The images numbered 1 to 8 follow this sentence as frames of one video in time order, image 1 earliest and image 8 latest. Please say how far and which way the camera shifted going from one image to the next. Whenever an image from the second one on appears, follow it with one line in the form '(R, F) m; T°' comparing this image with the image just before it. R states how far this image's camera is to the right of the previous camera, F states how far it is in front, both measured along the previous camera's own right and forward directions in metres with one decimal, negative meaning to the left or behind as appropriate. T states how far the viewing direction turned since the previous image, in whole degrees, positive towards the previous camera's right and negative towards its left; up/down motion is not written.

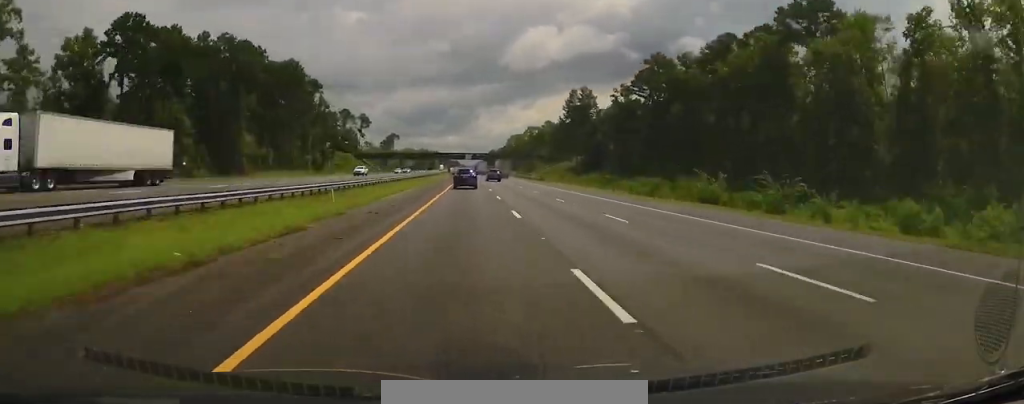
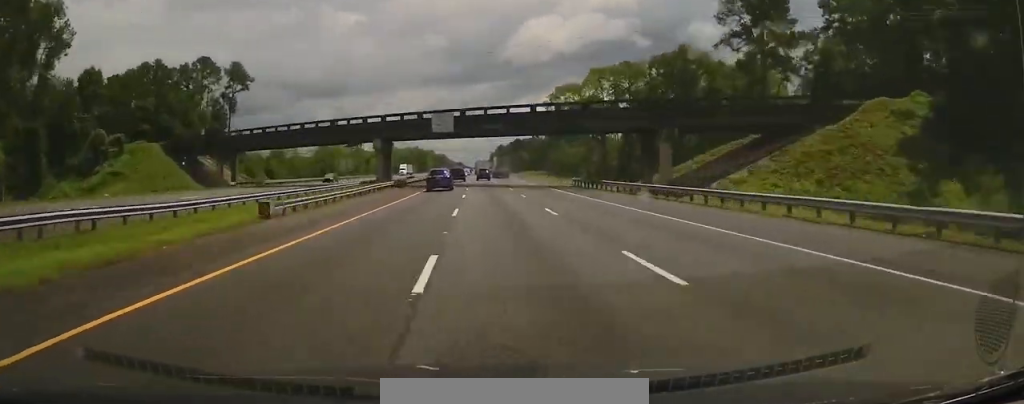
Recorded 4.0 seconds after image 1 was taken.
(+0.6, +146.0) m; 0°
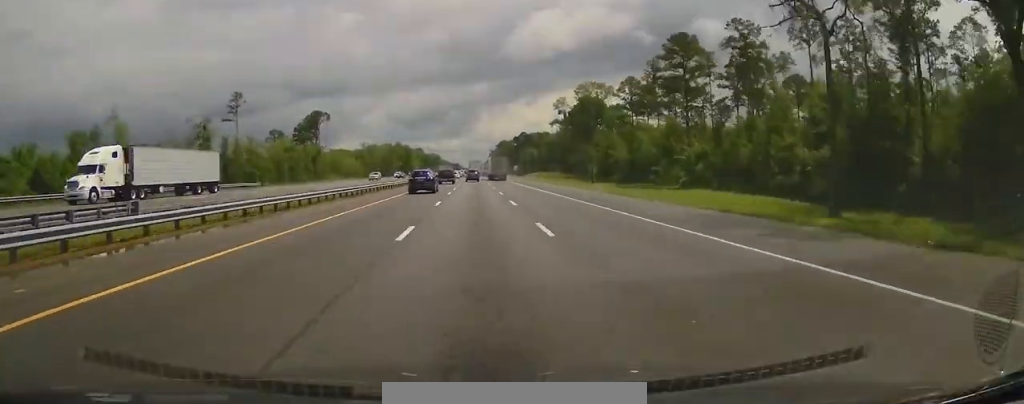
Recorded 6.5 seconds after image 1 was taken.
(0.0, +92.5) m; 0°
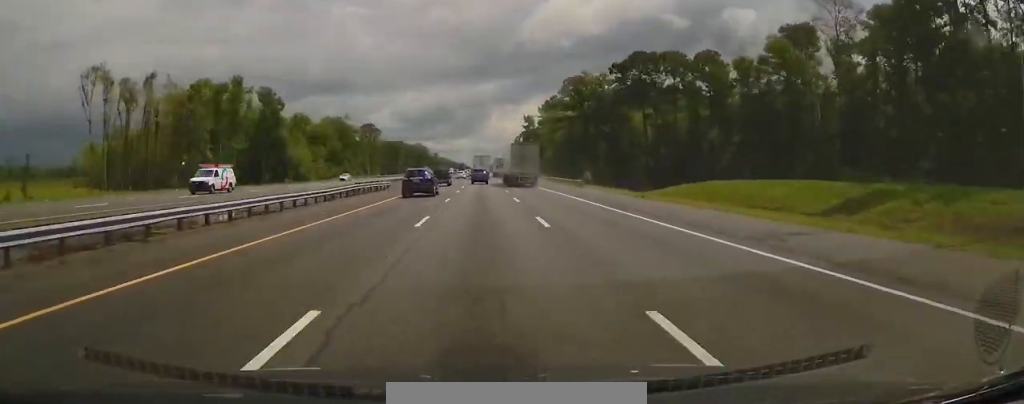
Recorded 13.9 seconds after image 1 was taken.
(-3.0, +265.8) m; -1°
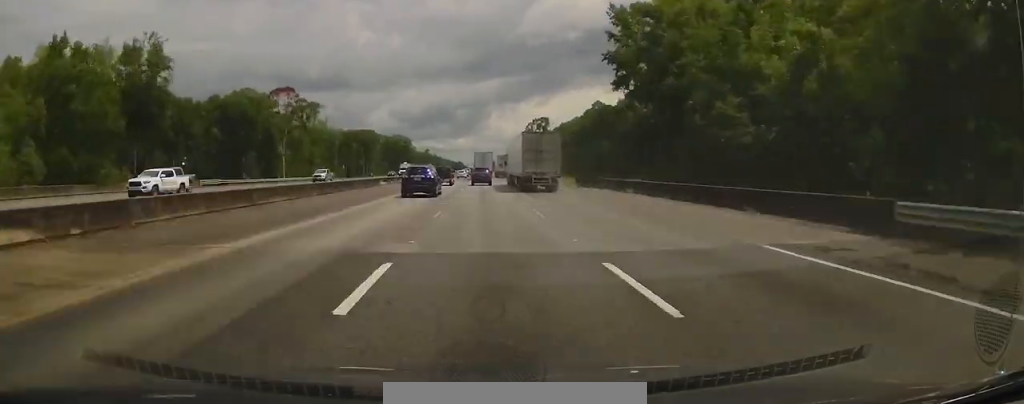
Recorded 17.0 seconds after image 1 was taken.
(+0.9, +108.8) m; 0°
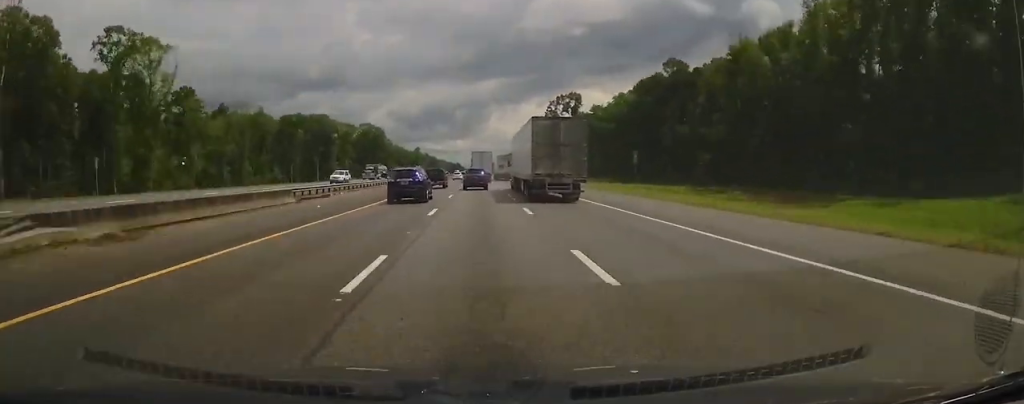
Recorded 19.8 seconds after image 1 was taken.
(+0.2, +98.1) m; 0°
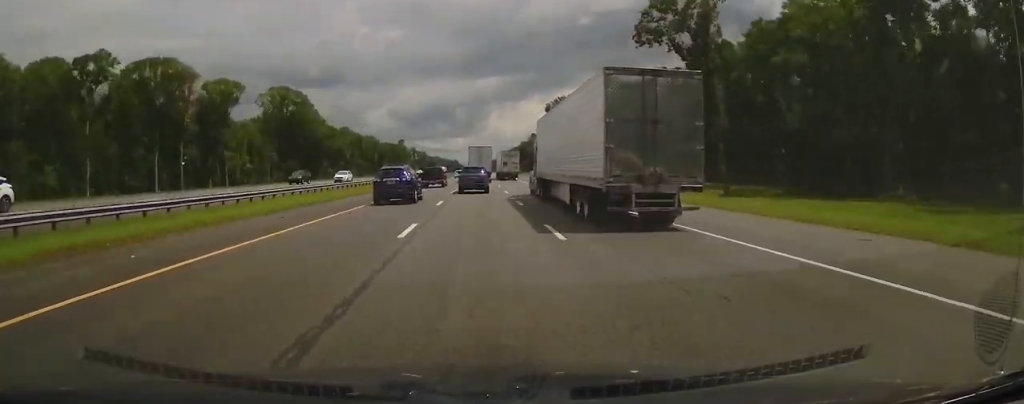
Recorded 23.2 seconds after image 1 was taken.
(-0.4, +120.8) m; 0°
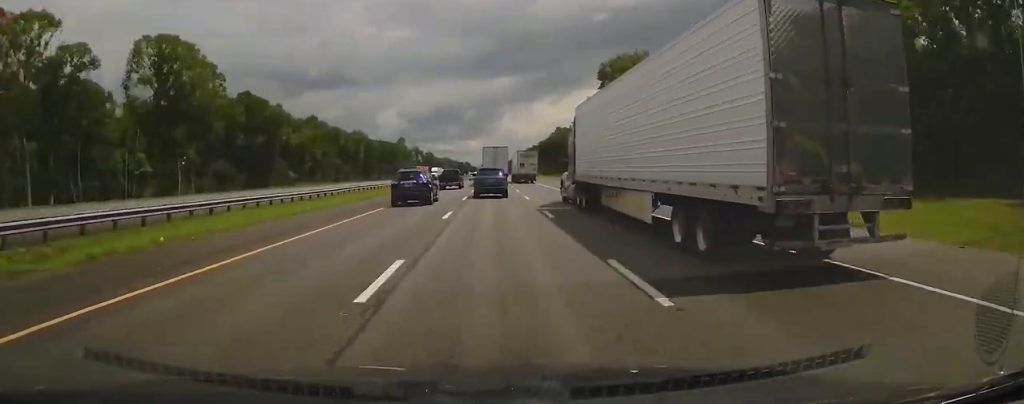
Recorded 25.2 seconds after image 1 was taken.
(-0.5, +69.5) m; 0°
